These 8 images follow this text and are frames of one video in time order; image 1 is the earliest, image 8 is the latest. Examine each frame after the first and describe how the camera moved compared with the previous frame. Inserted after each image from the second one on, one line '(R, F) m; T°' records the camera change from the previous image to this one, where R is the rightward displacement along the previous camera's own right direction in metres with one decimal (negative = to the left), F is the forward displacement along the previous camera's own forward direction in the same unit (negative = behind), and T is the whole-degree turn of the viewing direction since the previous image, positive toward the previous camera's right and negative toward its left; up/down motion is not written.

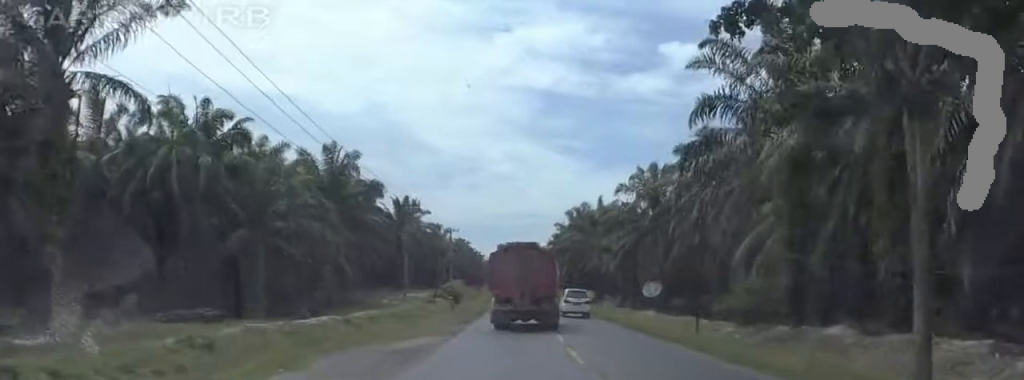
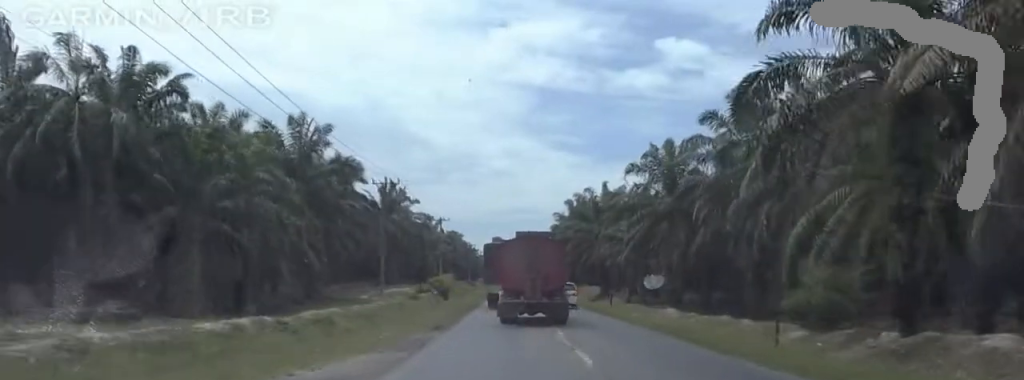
(+0.1, +11.4) m; +1°
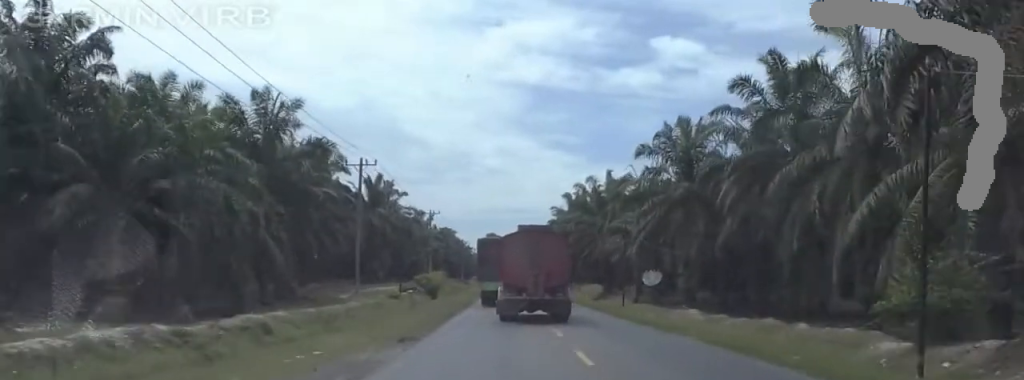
(+0.4, +9.1) m; -2°
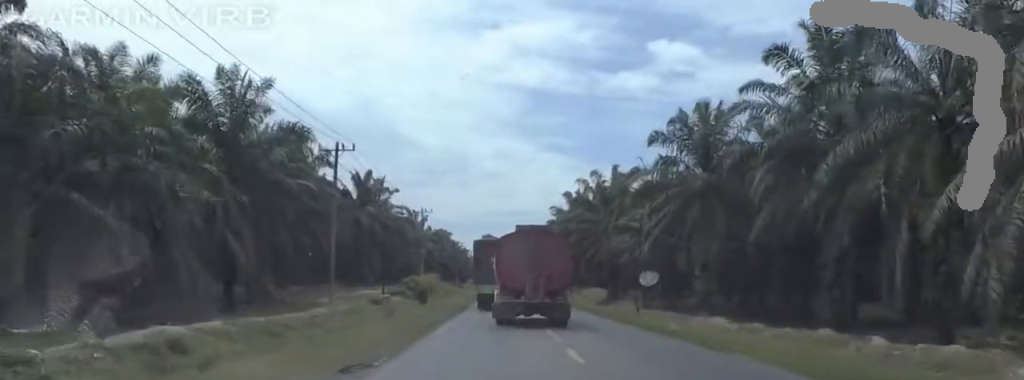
(-0.2, +7.3) m; -1°
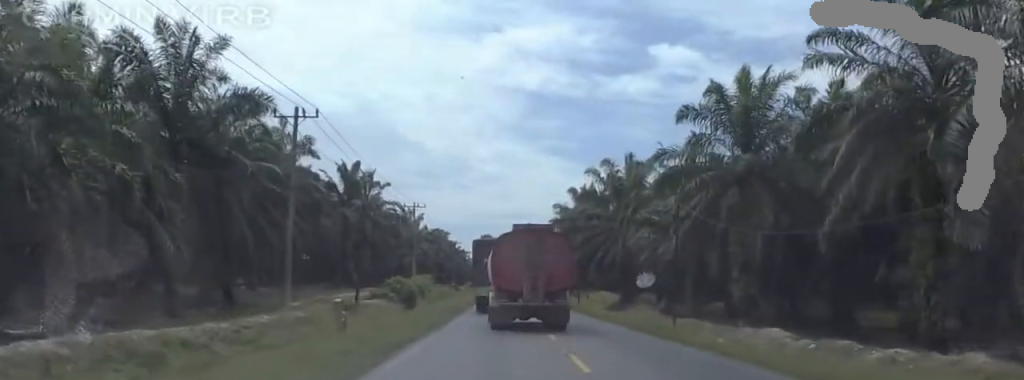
(-0.8, +10.1) m; 0°
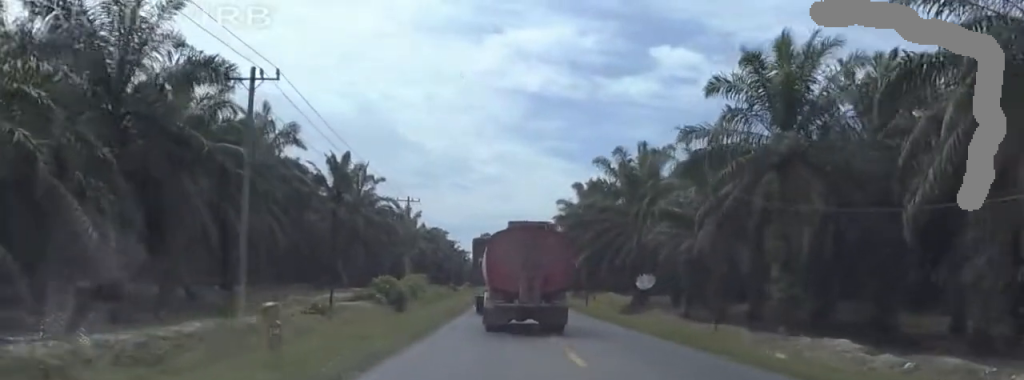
(+0.6, +7.5) m; 0°
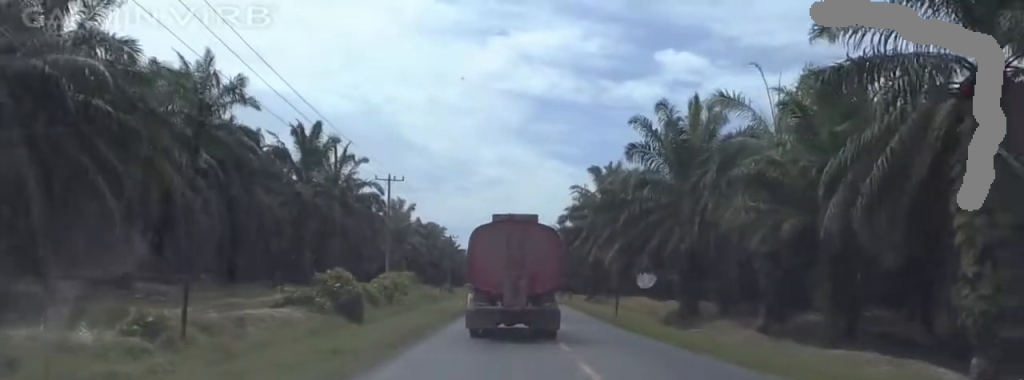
(-0.8, +19.5) m; 0°
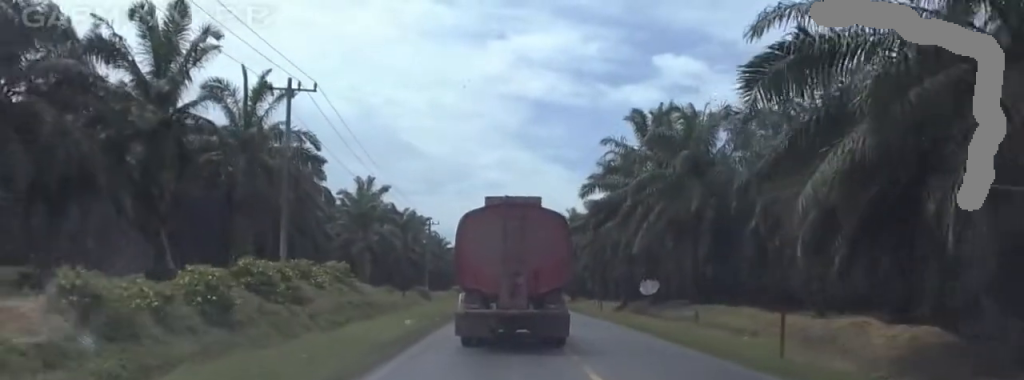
(+1.1, +38.7) m; +4°
